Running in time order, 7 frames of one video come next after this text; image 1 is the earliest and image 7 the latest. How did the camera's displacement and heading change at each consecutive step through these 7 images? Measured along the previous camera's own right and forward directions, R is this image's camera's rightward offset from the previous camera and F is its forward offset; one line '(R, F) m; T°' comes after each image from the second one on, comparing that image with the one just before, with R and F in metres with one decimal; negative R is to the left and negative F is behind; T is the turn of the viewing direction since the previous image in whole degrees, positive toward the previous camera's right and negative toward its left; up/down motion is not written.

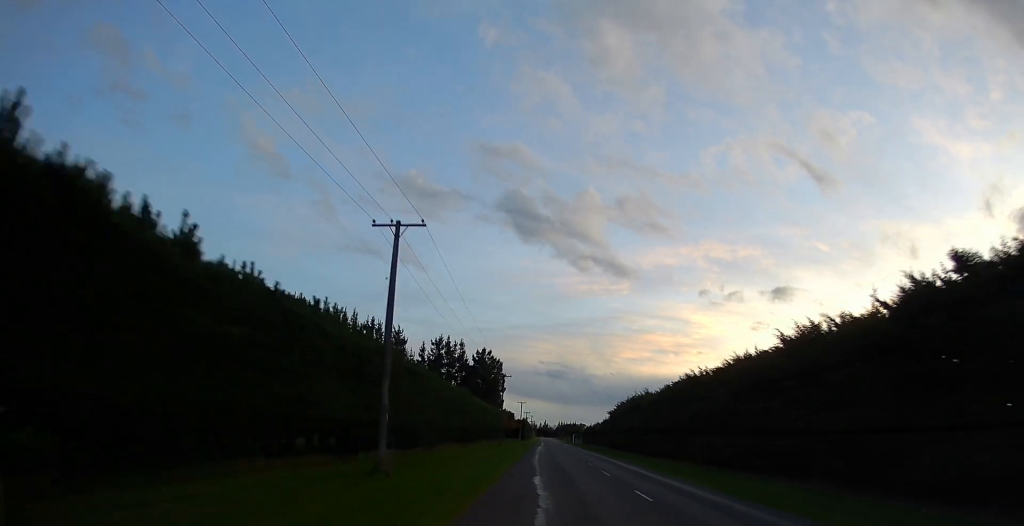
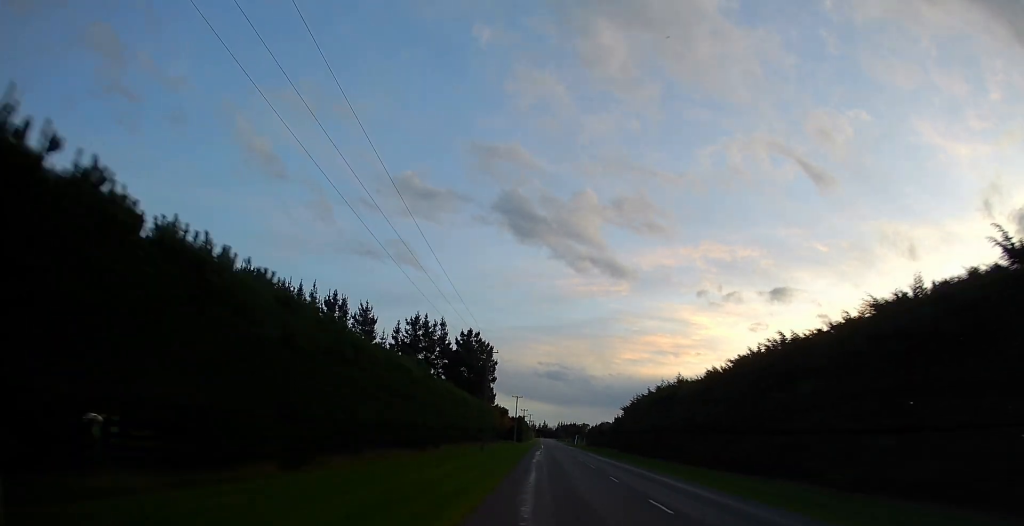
(0.0, +23.1) m; +1°
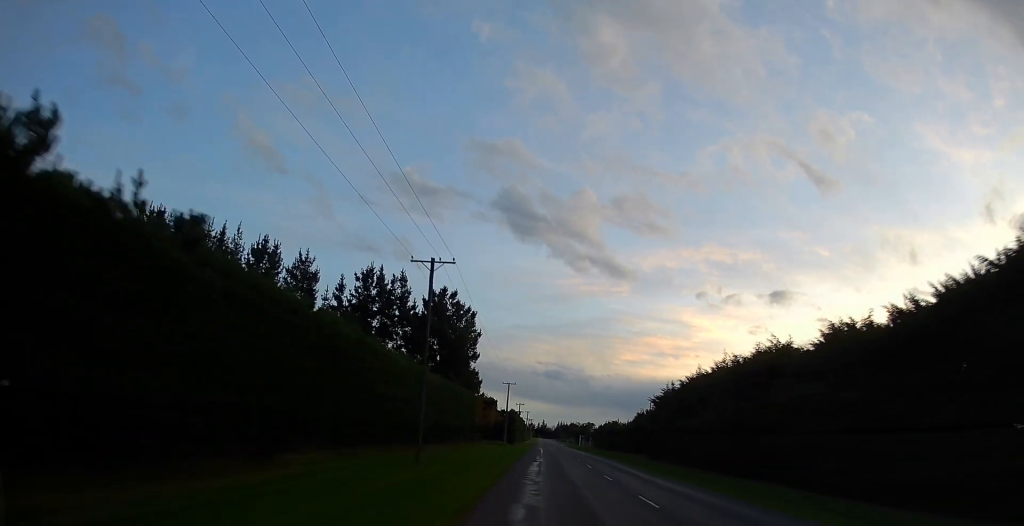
(+0.4, +29.2) m; 0°
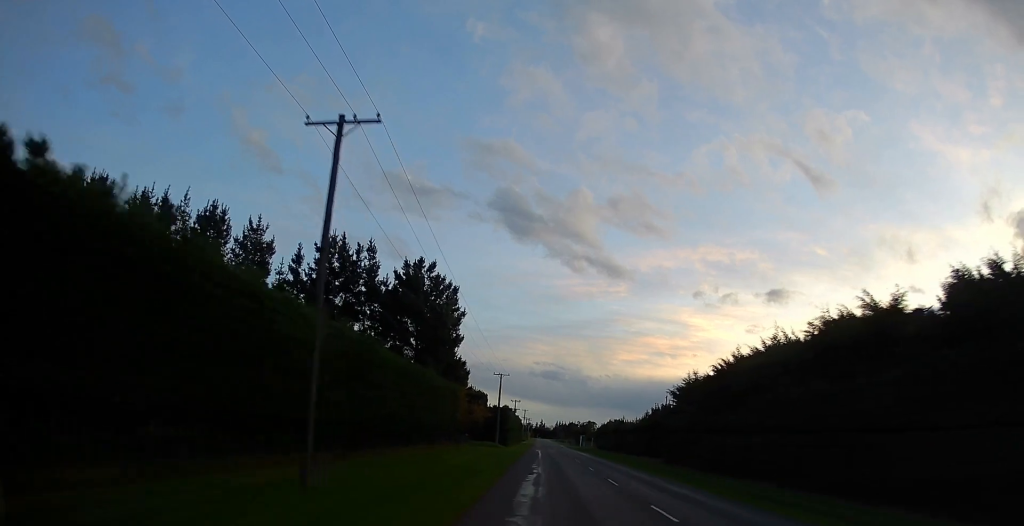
(-0.2, +12.5) m; -1°
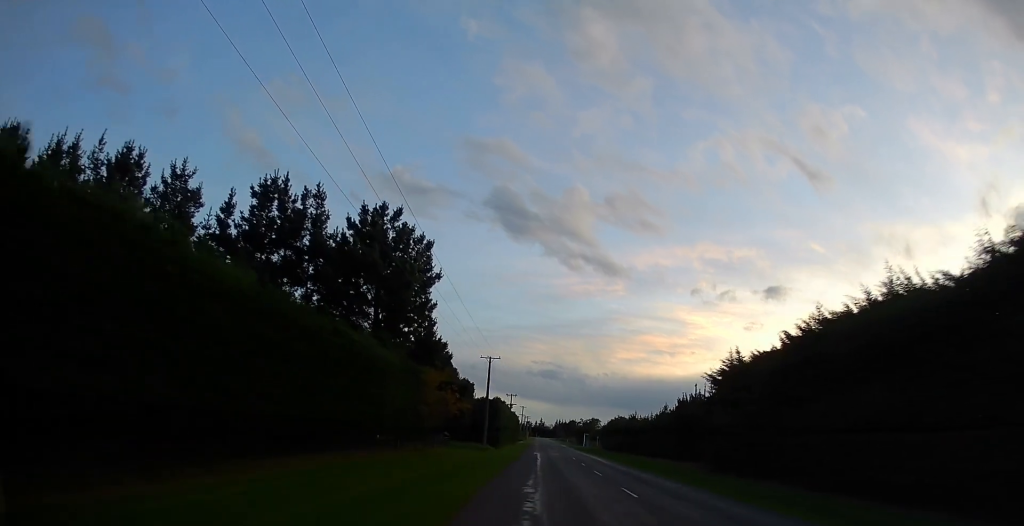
(-0.1, +15.2) m; 0°
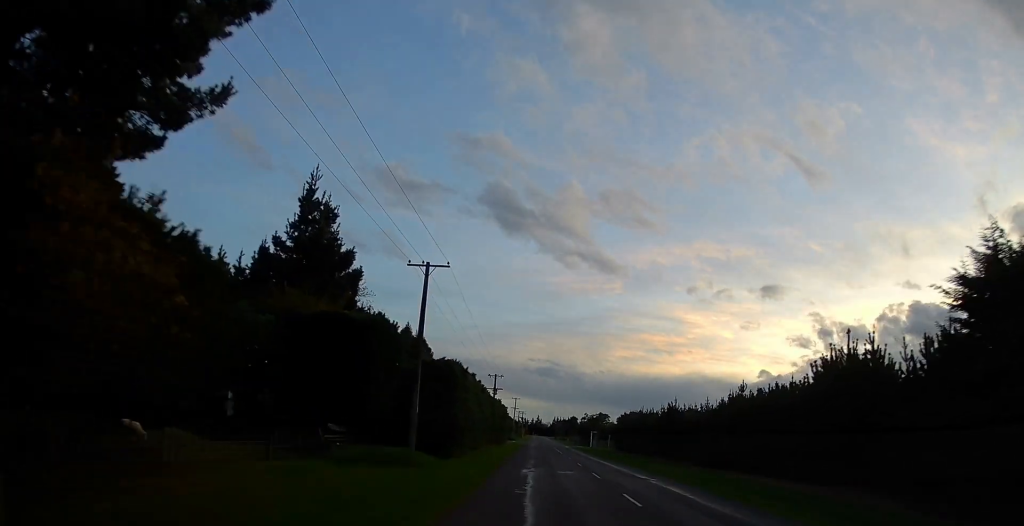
(+1.0, +32.7) m; +1°
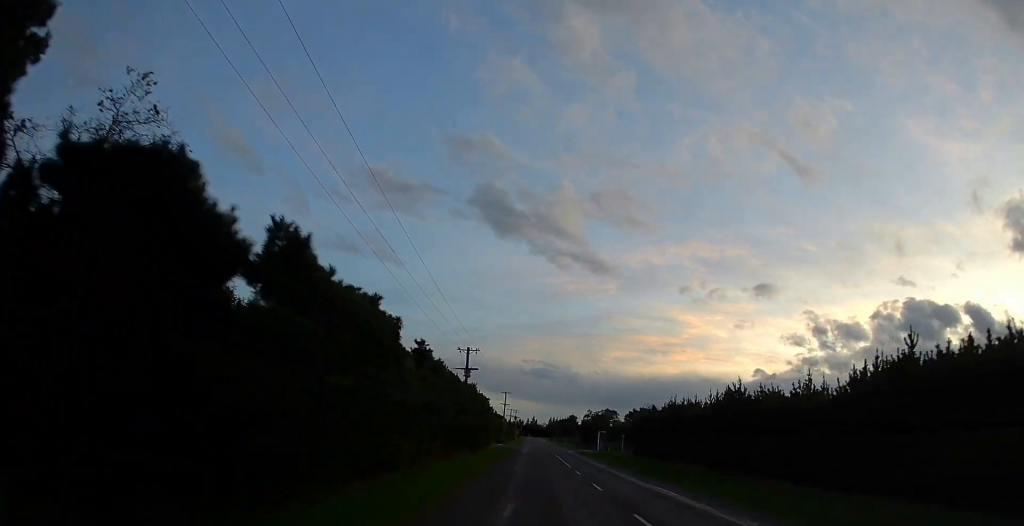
(-0.7, +24.0) m; -1°
